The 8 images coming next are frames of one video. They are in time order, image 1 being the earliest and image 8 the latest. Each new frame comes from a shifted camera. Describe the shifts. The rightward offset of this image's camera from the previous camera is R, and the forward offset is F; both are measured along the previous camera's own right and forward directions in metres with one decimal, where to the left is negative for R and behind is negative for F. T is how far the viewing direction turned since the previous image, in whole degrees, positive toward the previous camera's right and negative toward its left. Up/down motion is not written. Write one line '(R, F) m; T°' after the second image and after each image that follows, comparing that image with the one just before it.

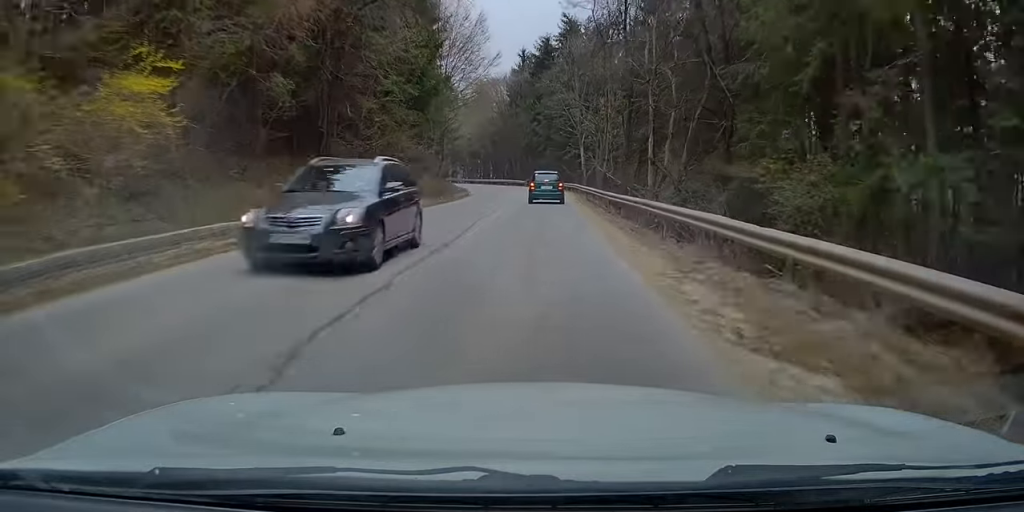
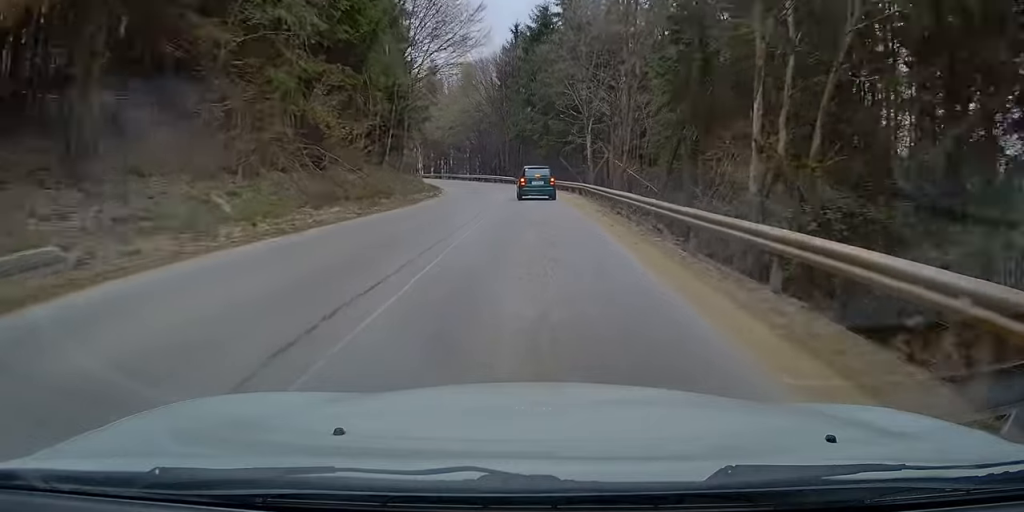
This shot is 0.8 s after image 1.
(+0.2, +13.9) m; +1°
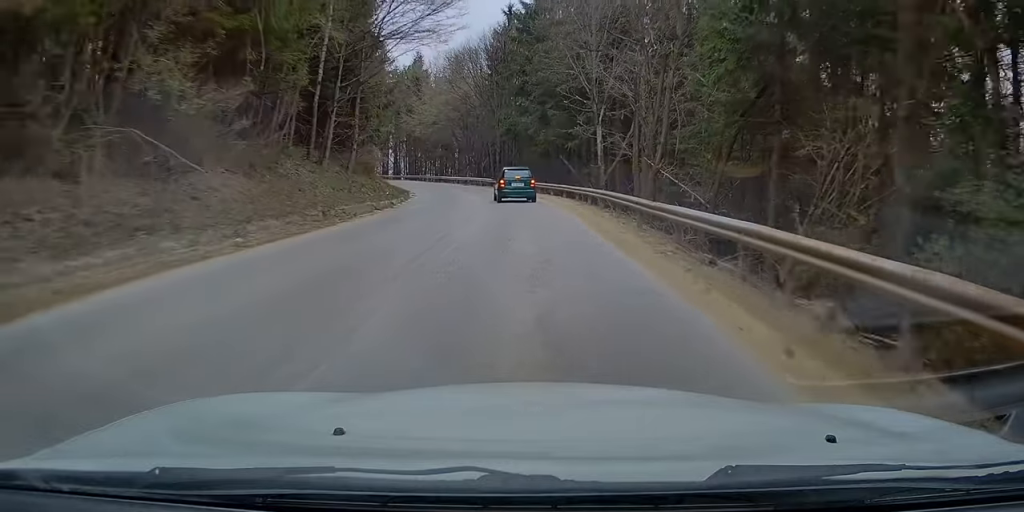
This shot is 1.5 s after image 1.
(+0.1, +10.4) m; 0°
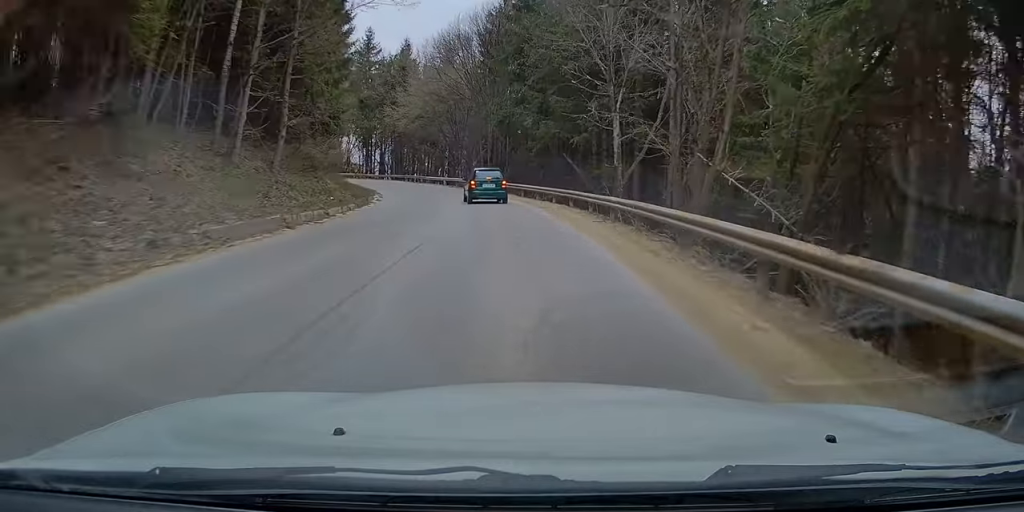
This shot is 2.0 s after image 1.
(0.0, +8.5) m; -2°
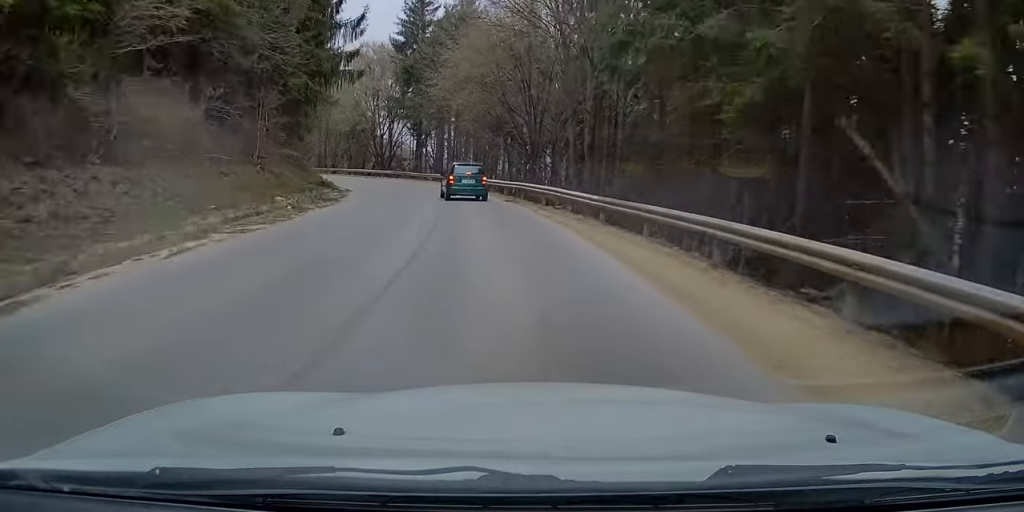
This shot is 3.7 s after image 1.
(-2.1, +26.6) m; -10°
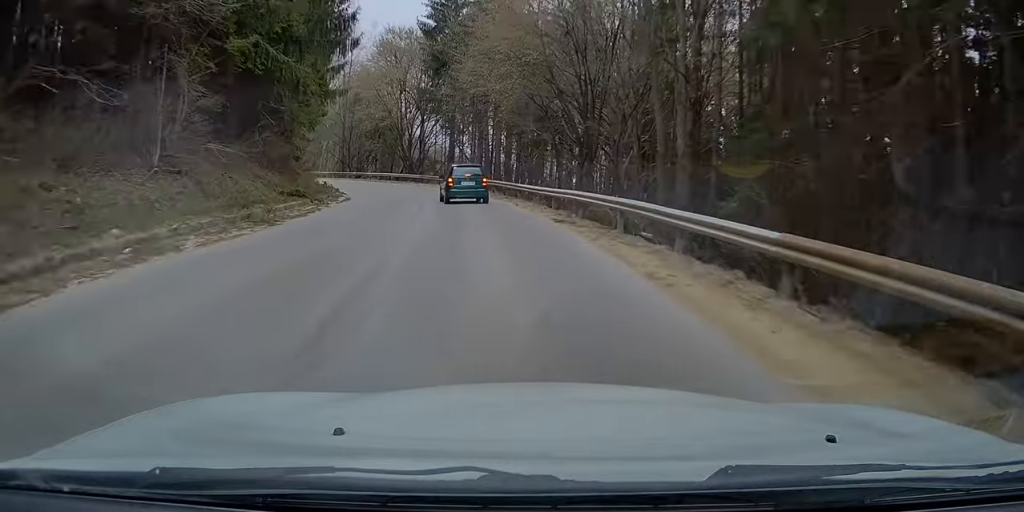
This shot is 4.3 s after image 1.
(-0.3, +9.8) m; -3°
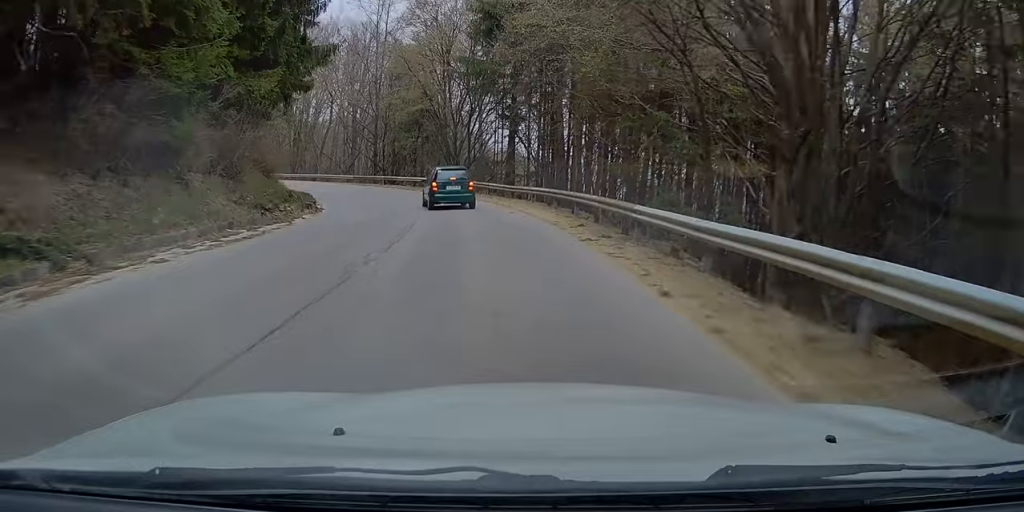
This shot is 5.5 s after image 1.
(-0.6, +17.0) m; -5°
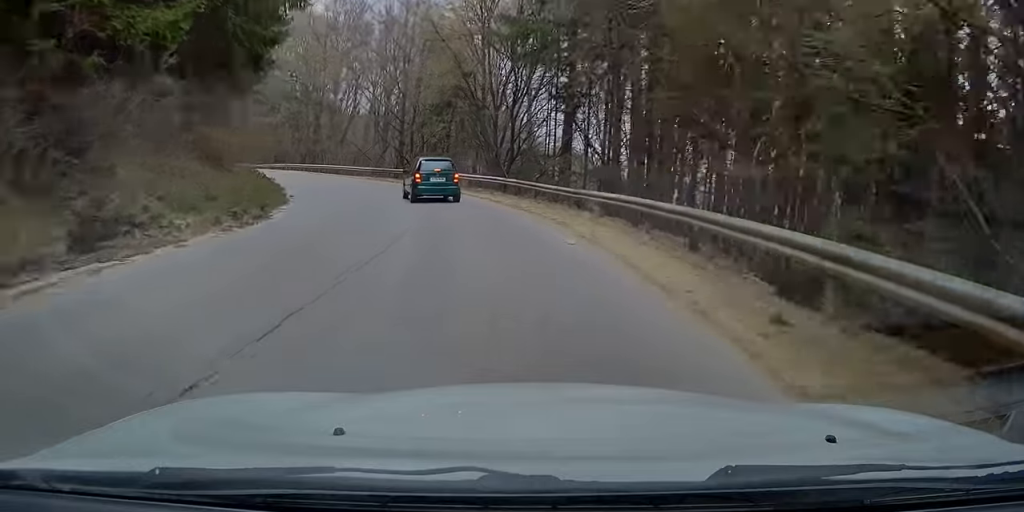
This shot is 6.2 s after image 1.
(-0.5, +10.1) m; -5°
